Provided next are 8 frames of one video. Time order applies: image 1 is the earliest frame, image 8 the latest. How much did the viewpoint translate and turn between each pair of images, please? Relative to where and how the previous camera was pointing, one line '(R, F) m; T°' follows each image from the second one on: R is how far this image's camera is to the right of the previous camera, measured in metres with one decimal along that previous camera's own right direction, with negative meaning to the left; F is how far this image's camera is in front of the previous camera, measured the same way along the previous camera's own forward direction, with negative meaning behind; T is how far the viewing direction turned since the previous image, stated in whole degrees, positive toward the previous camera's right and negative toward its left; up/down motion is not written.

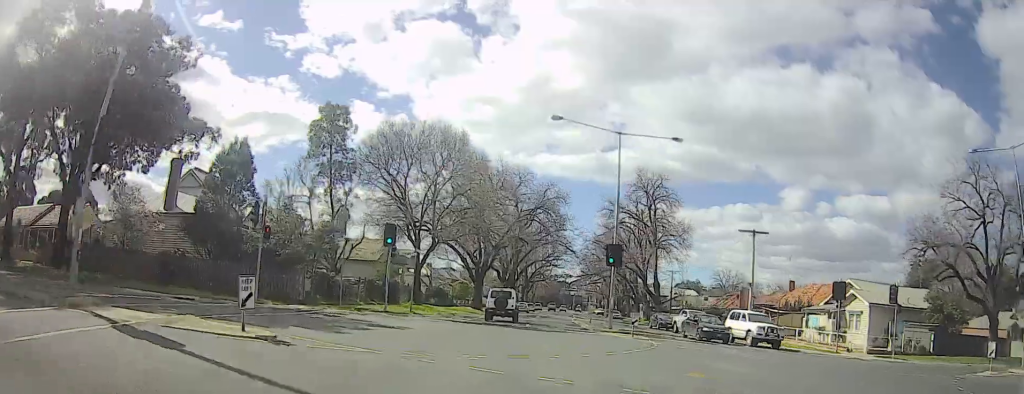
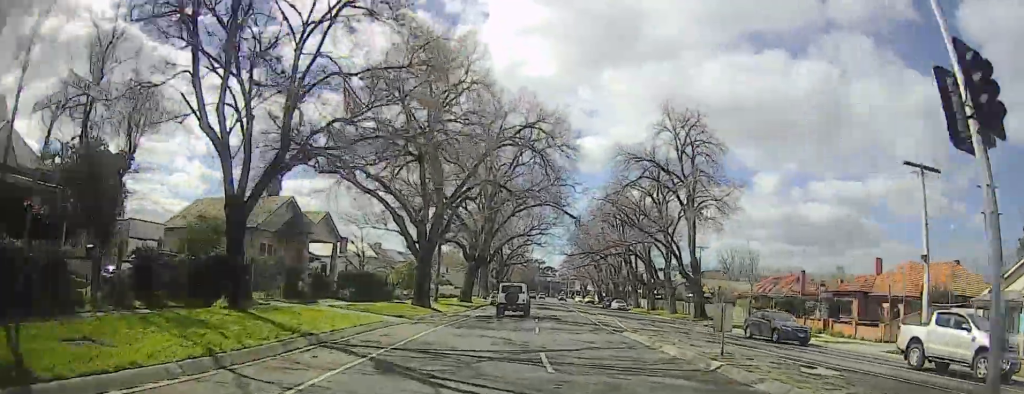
(+0.2, +21.5) m; +1°
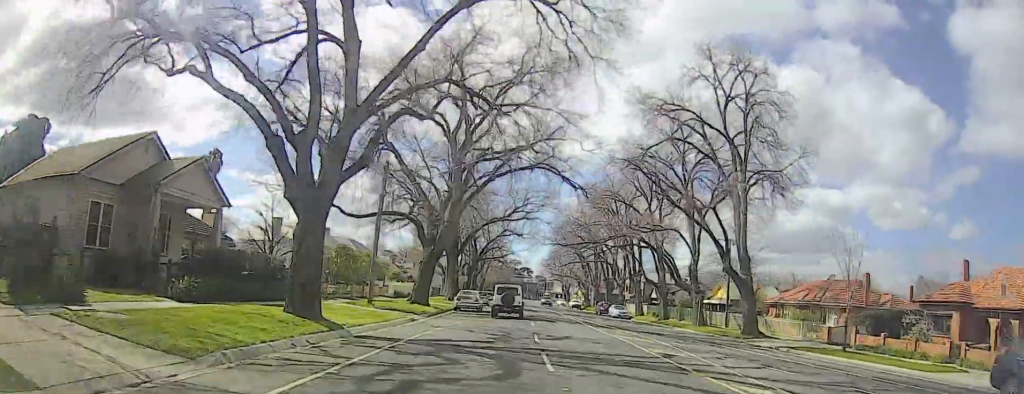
(+0.1, +12.2) m; +2°
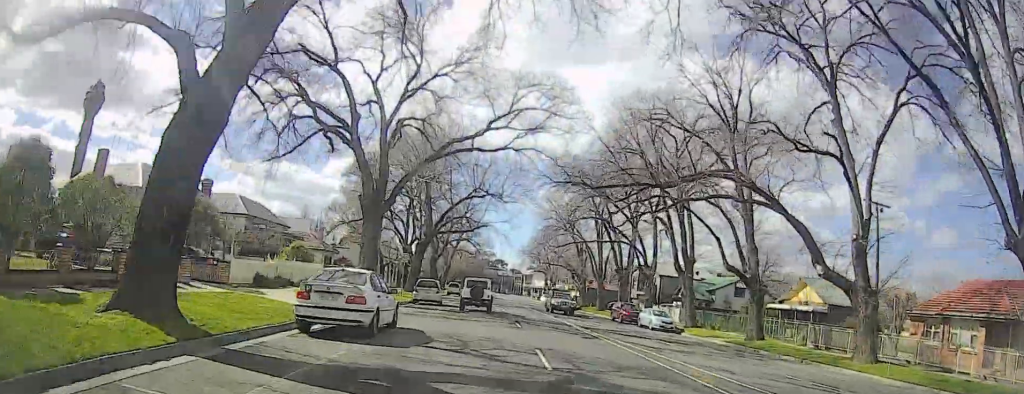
(+1.1, +21.6) m; +2°
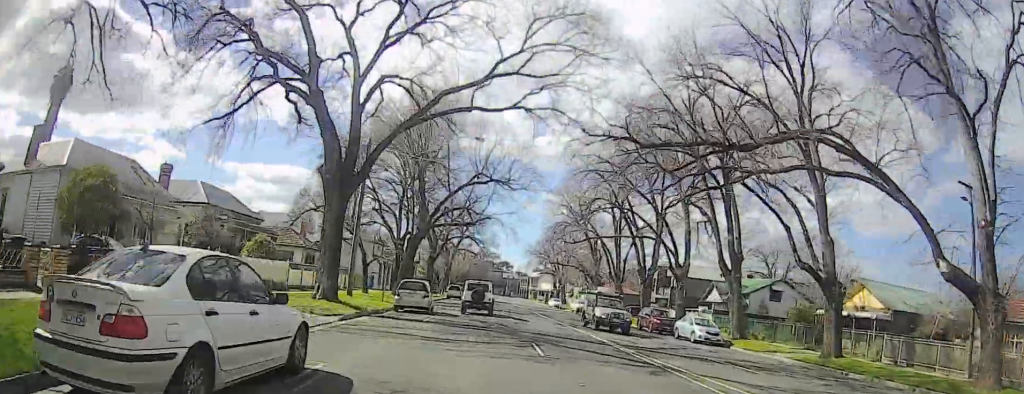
(-0.1, +6.7) m; 0°
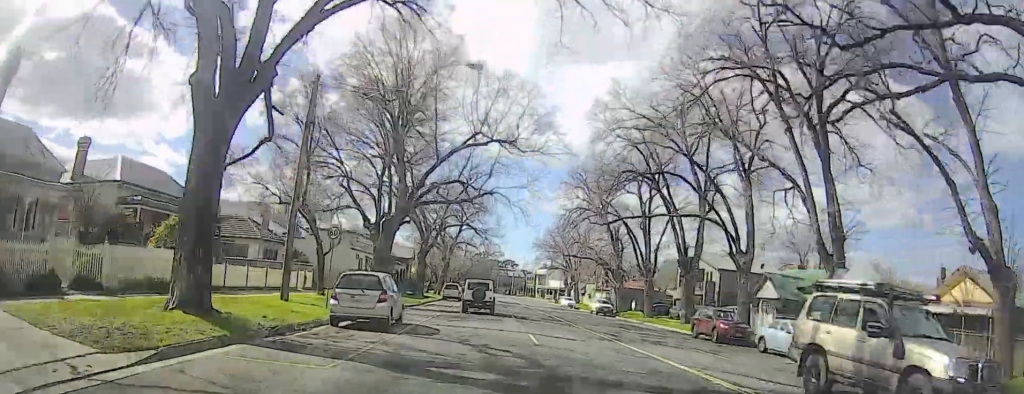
(-0.3, +9.6) m; +1°
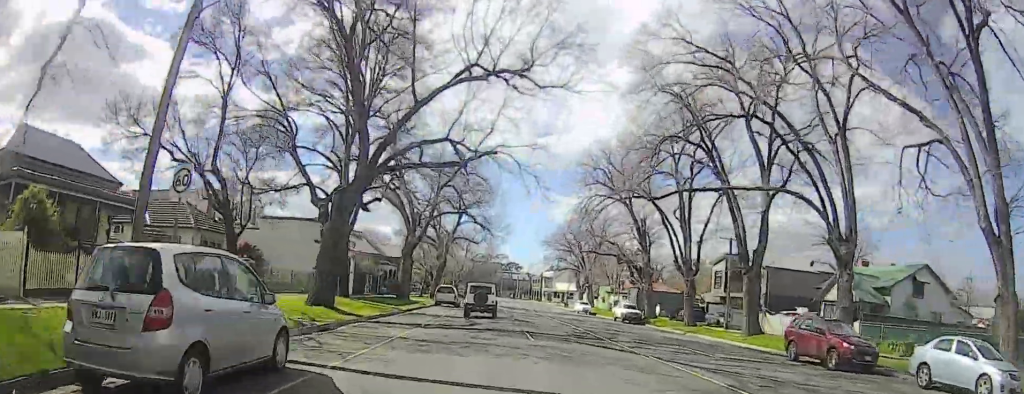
(+0.4, +9.5) m; +2°
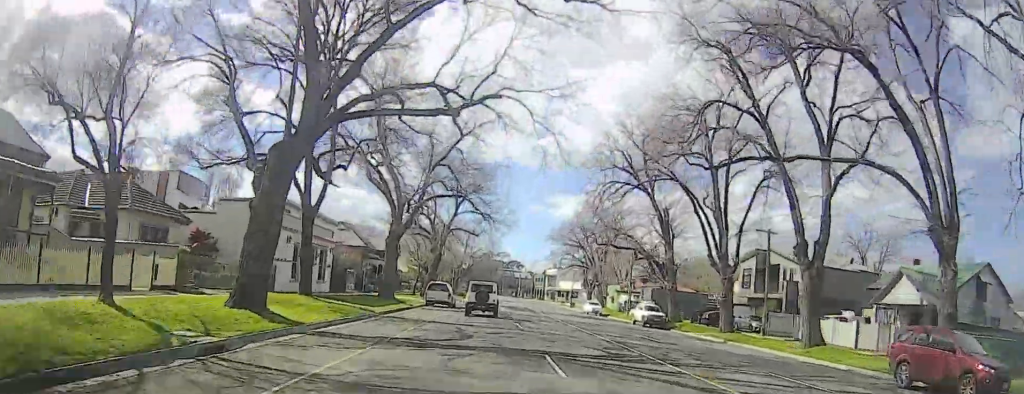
(+0.1, +6.2) m; 0°
